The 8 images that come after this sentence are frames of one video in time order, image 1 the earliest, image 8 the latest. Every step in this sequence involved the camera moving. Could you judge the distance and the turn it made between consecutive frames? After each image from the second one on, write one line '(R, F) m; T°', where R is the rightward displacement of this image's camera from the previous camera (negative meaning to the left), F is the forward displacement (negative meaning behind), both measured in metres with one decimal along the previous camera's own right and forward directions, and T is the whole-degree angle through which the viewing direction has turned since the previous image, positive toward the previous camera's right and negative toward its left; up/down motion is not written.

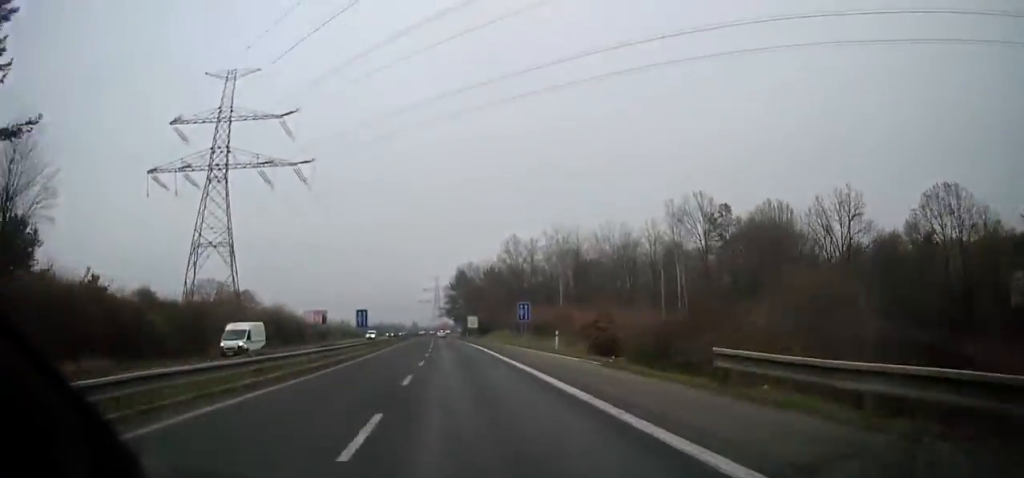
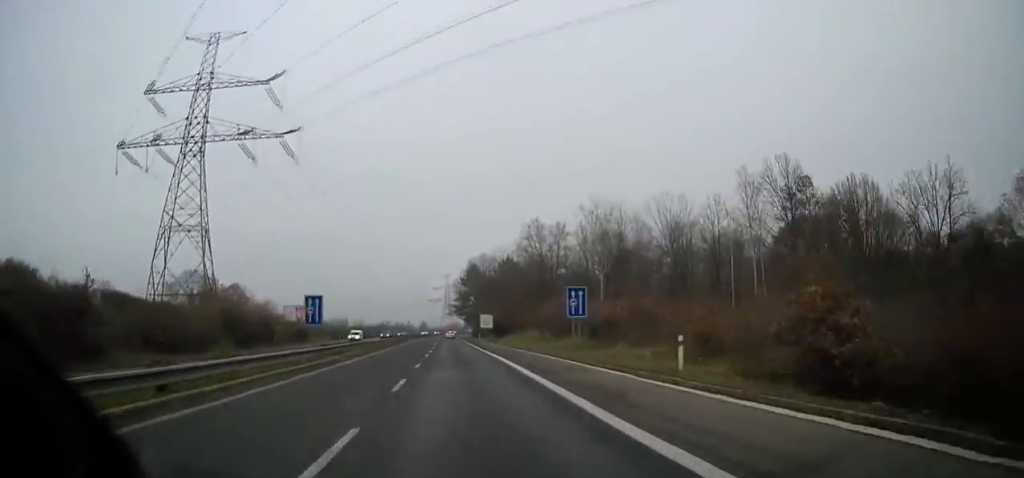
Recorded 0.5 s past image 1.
(0.0, +18.4) m; -2°
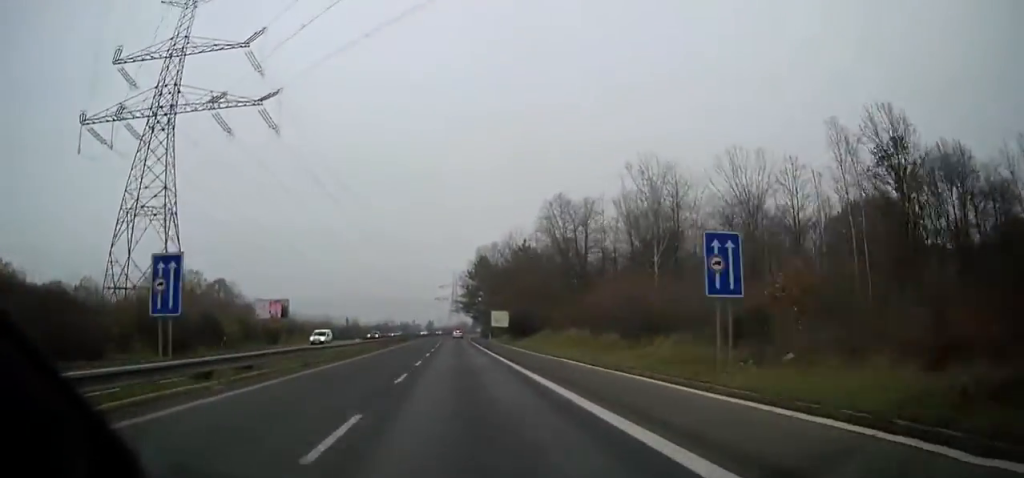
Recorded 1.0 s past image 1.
(-0.7, +16.0) m; -1°
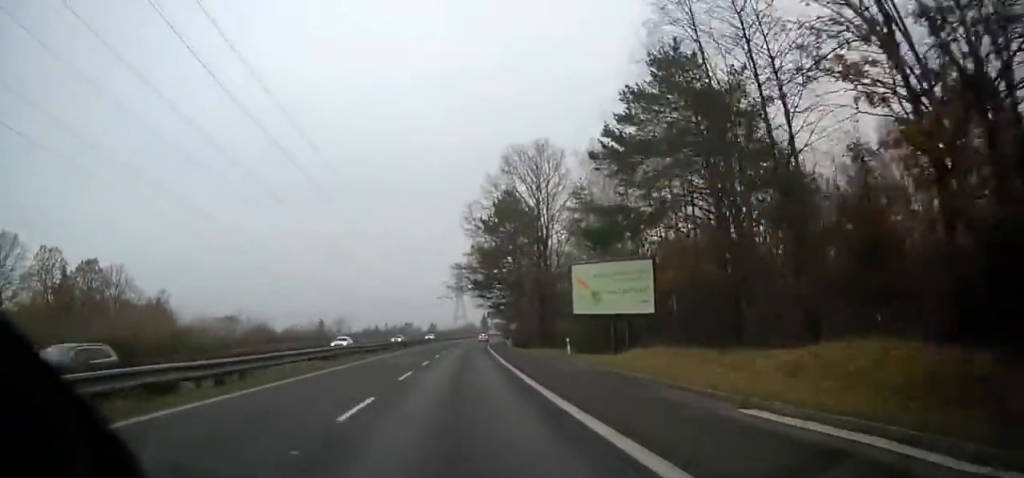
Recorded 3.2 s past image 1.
(-1.8, +70.7) m; -1°
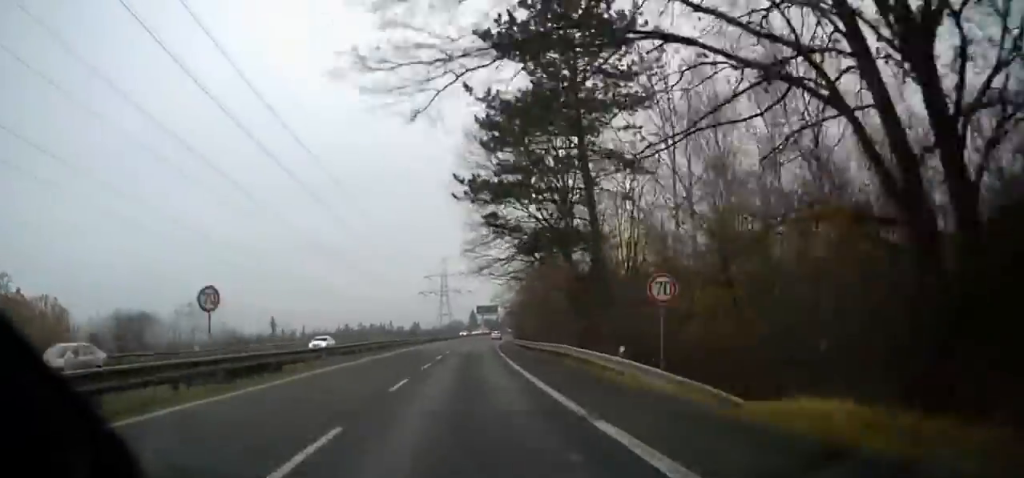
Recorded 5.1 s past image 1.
(+3.5, +50.1) m; +10°
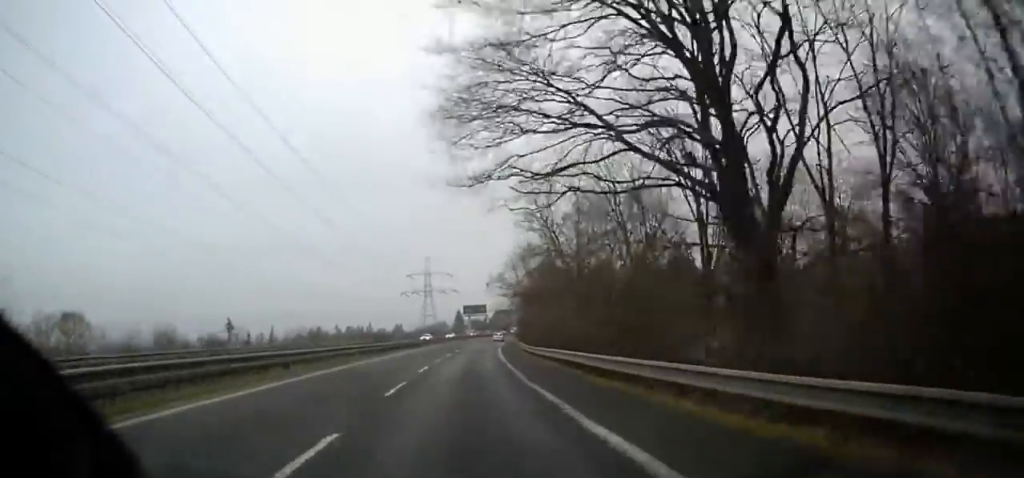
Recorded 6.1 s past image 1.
(+1.2, +26.7) m; +3°
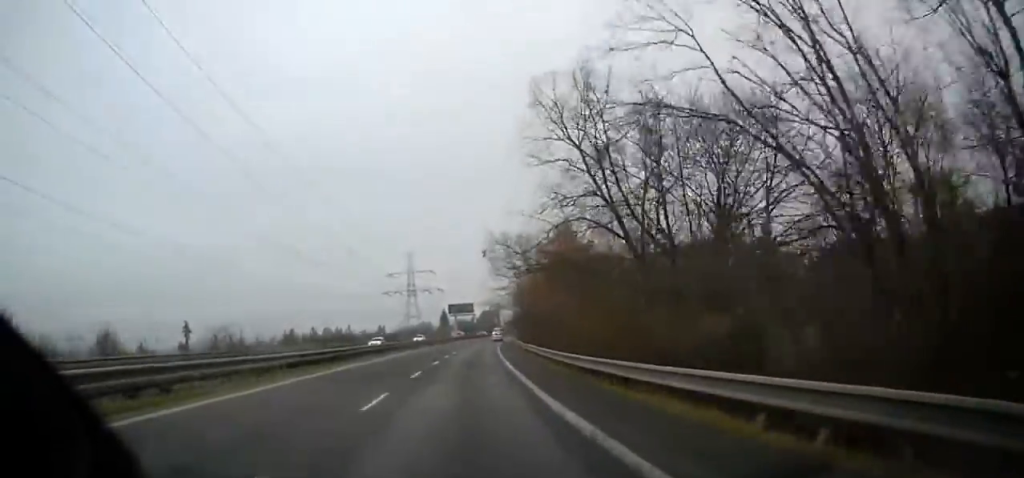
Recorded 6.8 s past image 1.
(0.0, +20.2) m; 0°
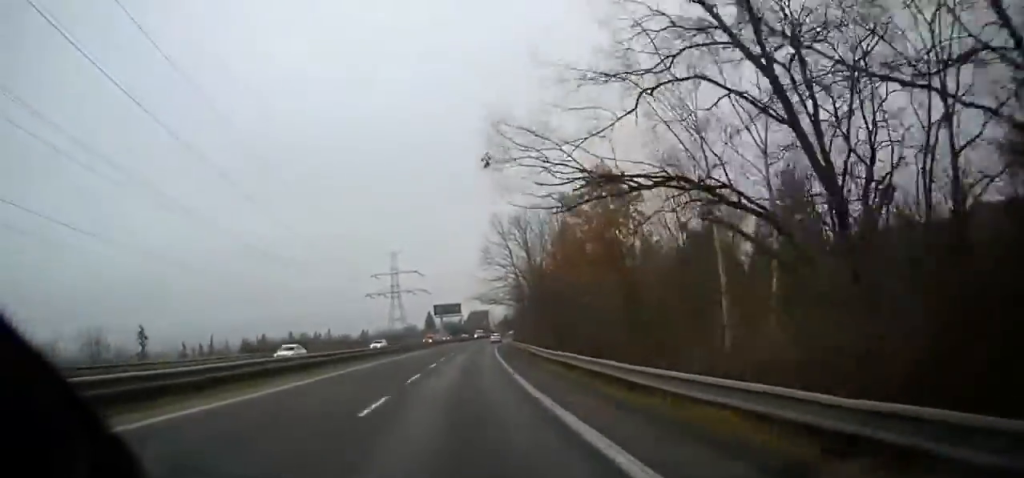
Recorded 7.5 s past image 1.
(0.0, +17.5) m; 0°
